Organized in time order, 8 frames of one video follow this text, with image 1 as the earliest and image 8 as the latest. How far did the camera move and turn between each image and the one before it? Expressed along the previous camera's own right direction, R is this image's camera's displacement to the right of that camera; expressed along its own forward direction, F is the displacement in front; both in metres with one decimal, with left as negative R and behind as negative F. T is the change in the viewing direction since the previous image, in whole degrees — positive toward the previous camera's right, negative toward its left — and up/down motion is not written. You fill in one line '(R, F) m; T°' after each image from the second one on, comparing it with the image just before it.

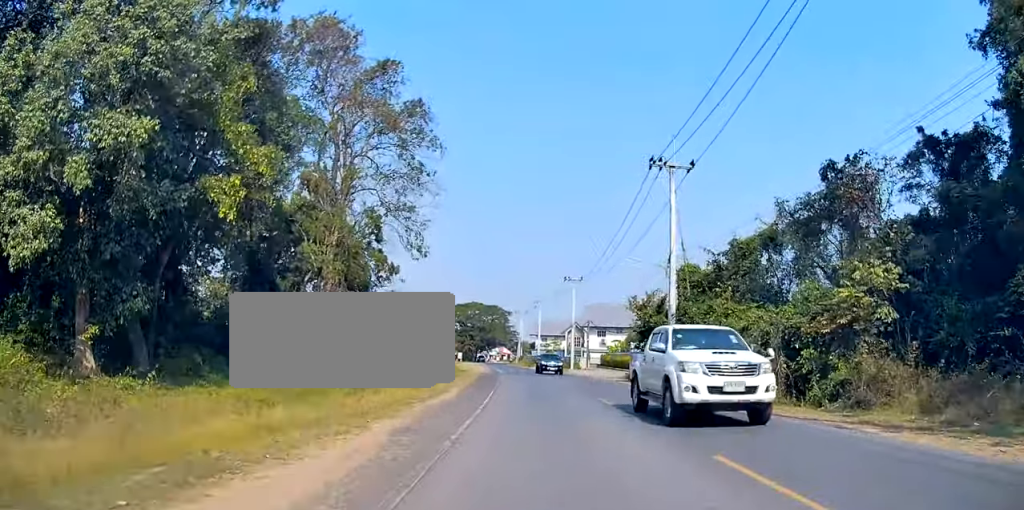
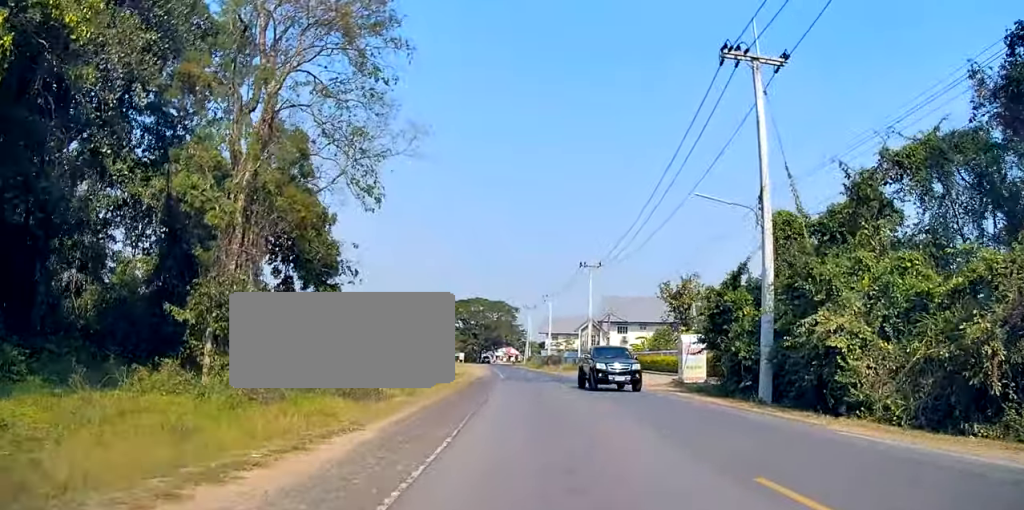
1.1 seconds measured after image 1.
(-0.2, +13.4) m; -3°
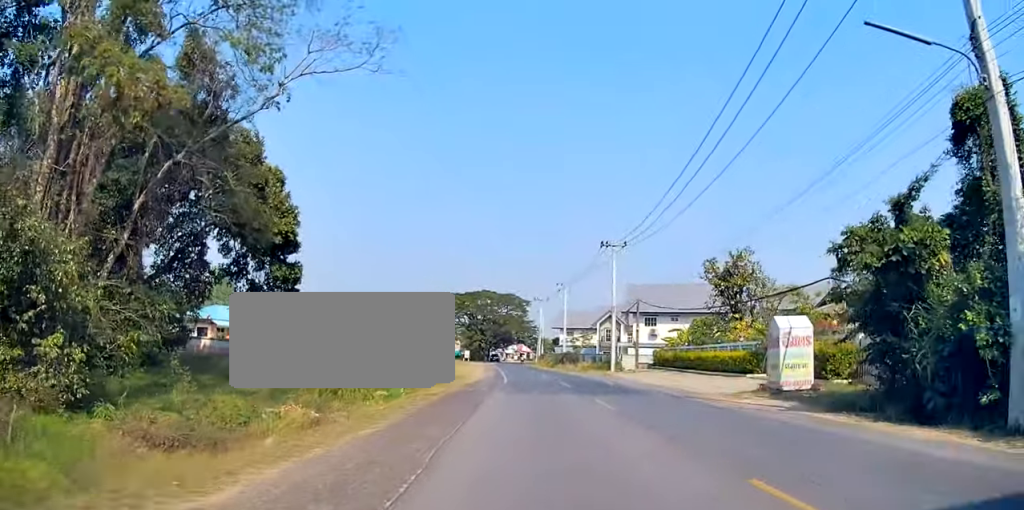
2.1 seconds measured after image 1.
(-0.4, +11.8) m; 0°
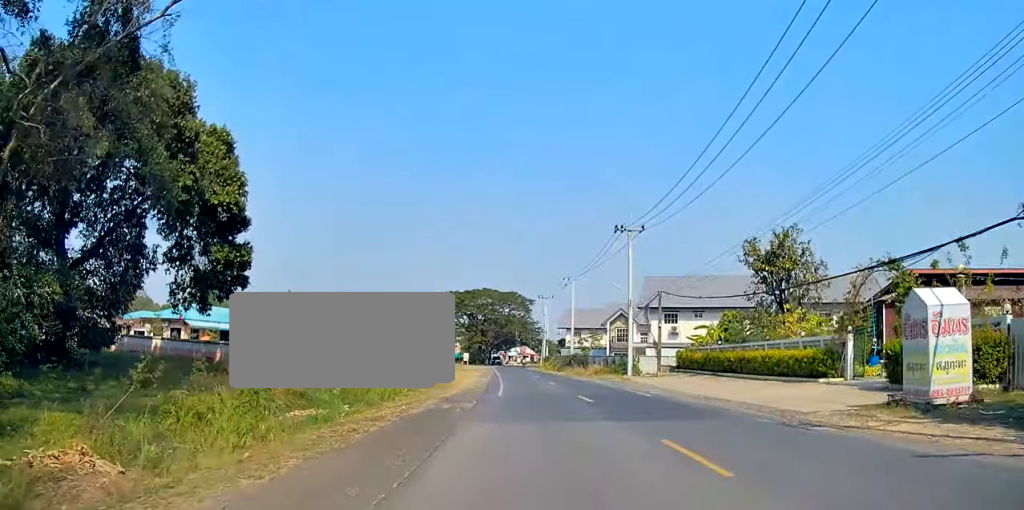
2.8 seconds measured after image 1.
(+0.6, +8.2) m; -2°
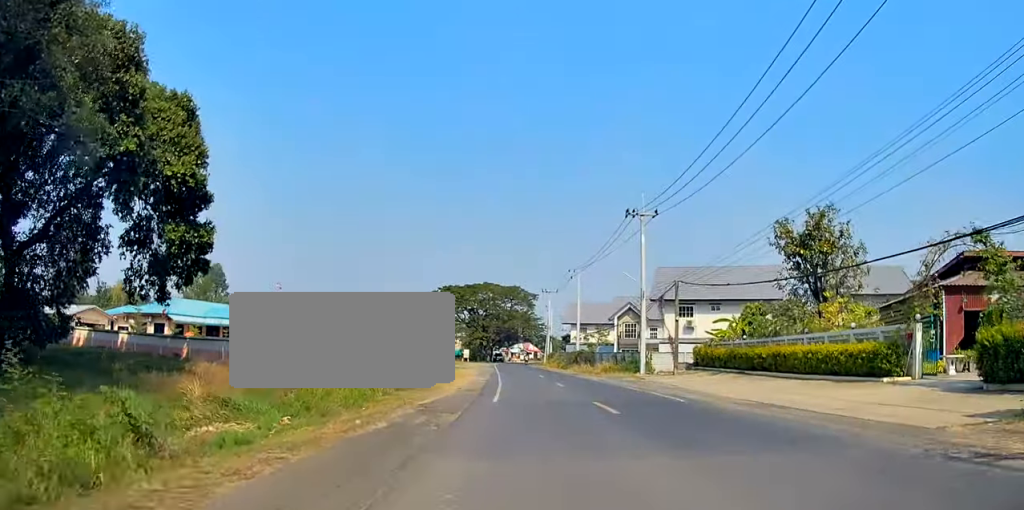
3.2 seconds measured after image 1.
(-0.3, +5.2) m; -2°
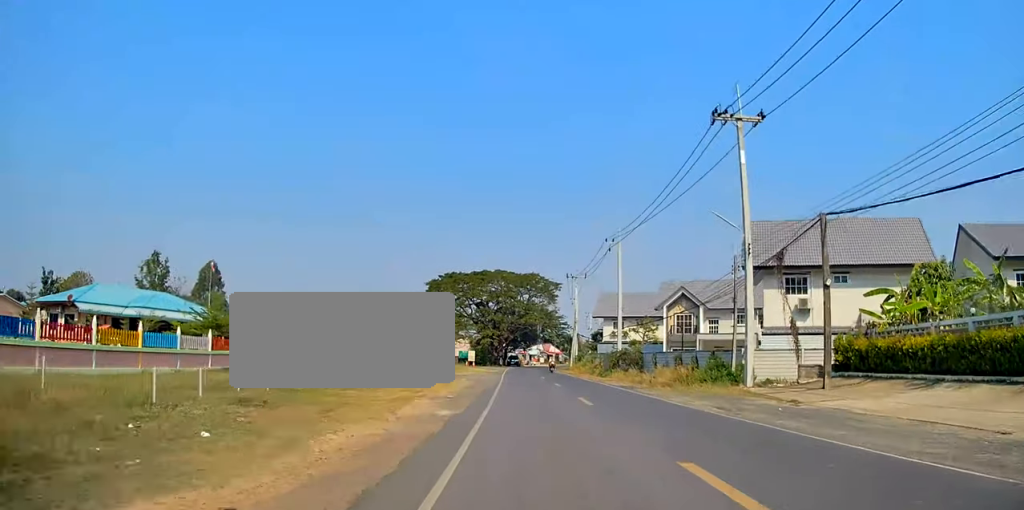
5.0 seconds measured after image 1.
(-0.9, +22.7) m; 0°
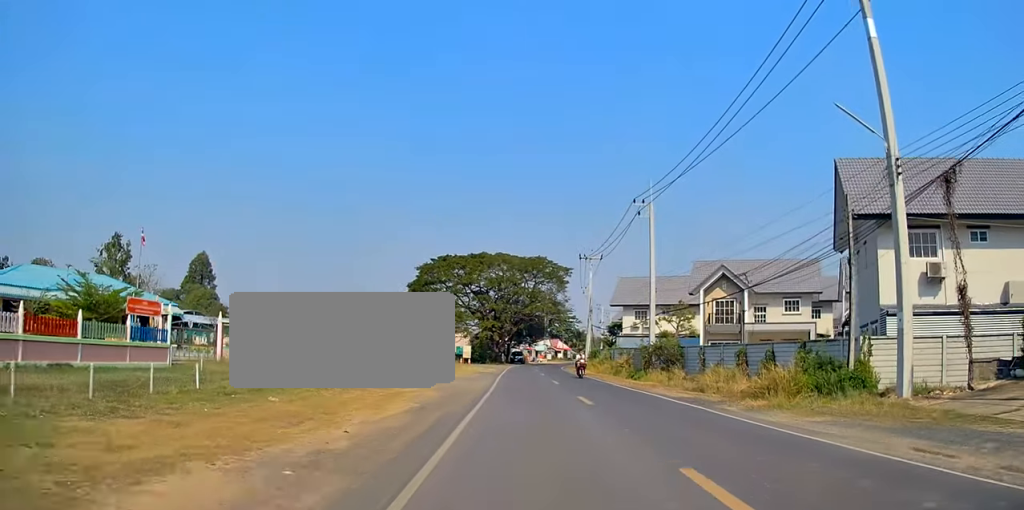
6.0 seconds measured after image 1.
(+0.1, +13.0) m; 0°
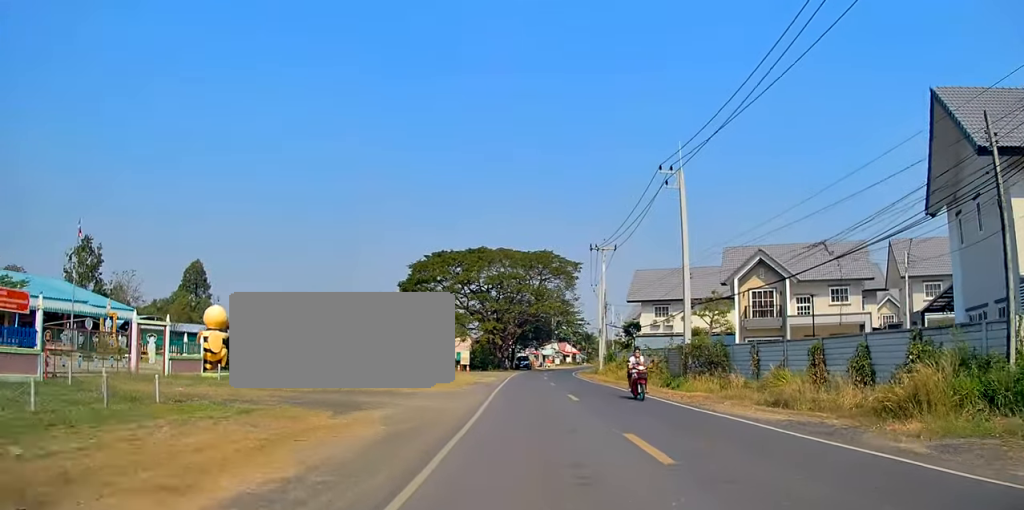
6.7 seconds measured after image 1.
(0.0, +9.0) m; -1°
